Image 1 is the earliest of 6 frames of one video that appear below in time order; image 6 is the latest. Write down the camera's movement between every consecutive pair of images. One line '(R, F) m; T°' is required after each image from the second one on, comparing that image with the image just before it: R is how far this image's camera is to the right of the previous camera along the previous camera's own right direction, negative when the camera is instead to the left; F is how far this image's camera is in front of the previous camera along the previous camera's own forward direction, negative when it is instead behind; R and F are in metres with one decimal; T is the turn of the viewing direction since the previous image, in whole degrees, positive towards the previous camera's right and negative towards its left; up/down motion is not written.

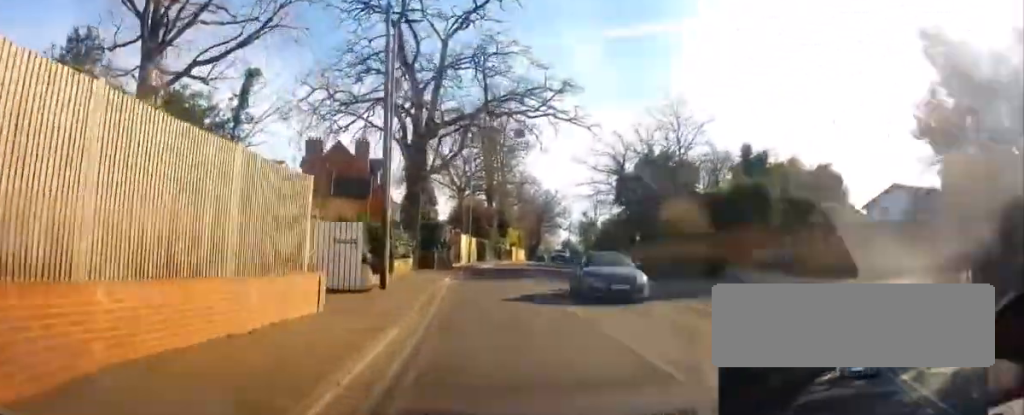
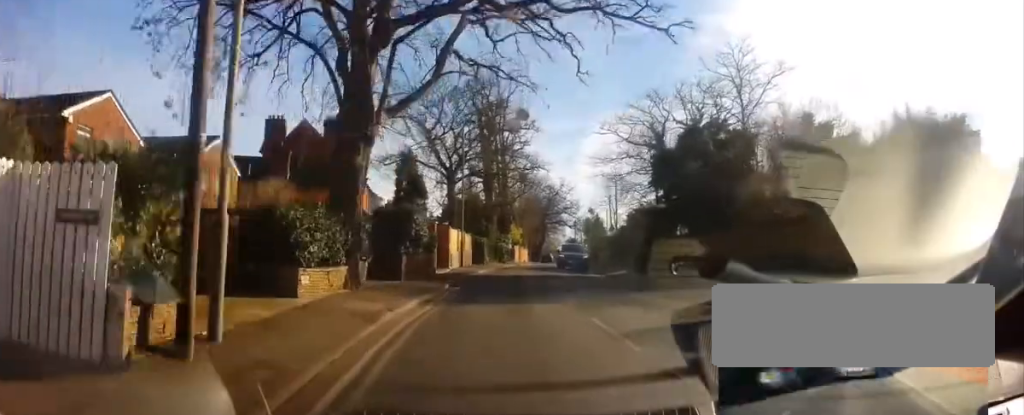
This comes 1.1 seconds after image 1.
(+0.2, +11.6) m; 0°
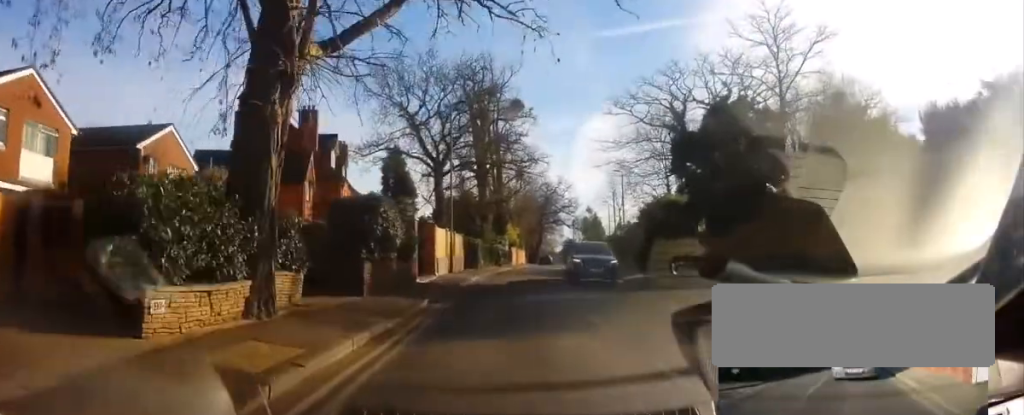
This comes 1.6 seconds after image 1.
(-0.2, +5.4) m; 0°
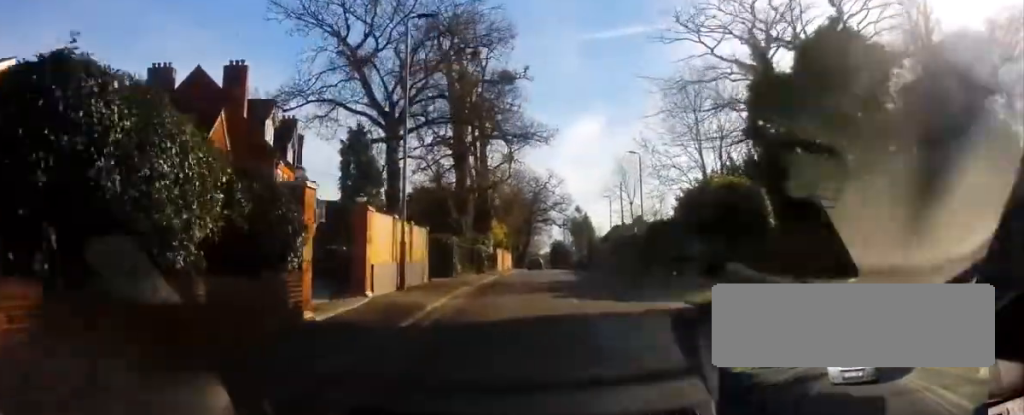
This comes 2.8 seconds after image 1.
(+0.3, +11.7) m; +3°
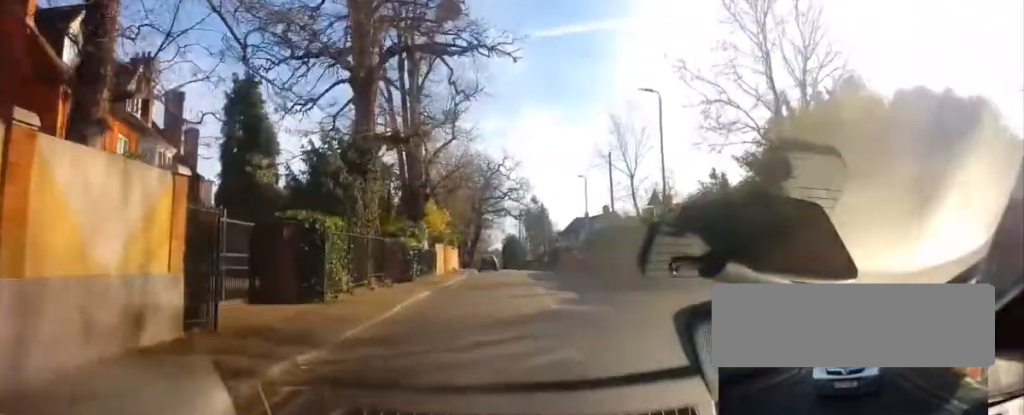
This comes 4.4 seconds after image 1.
(+0.2, +16.4) m; +2°
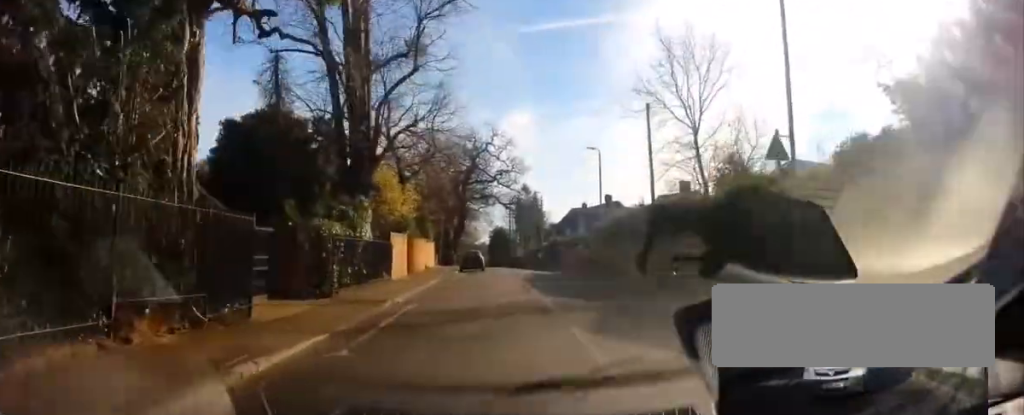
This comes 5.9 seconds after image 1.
(+0.6, +12.5) m; +4°
